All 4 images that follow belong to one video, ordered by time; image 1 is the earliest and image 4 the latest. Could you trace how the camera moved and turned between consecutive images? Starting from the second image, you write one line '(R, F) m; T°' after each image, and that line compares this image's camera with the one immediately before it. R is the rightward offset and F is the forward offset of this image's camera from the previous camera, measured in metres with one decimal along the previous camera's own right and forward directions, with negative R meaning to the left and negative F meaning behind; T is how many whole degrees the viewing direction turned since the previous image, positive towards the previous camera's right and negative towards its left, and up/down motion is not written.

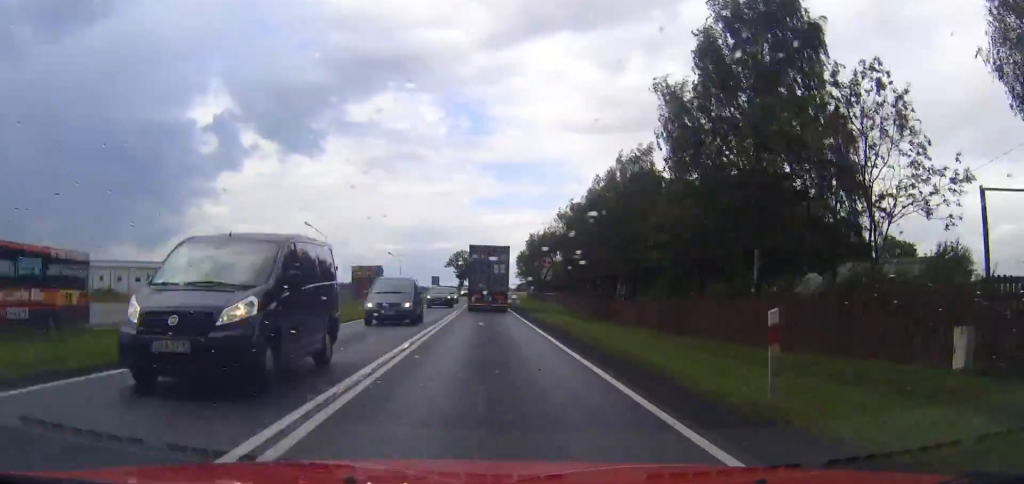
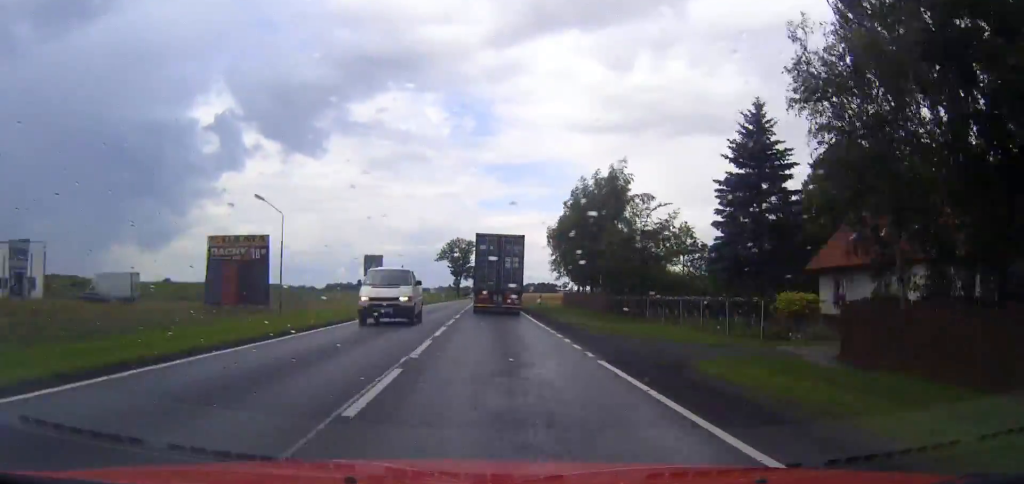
(-0.1, +64.3) m; 0°
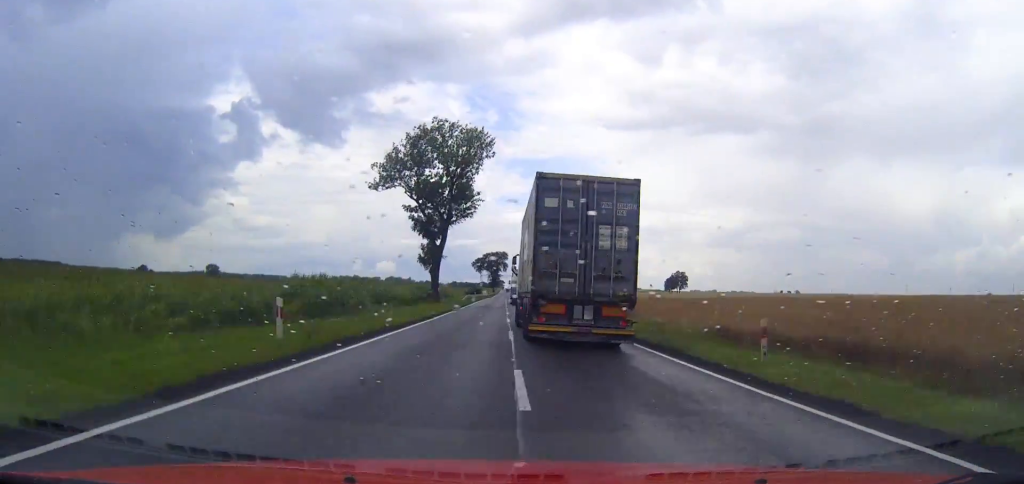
(-0.8, +134.3) m; 0°
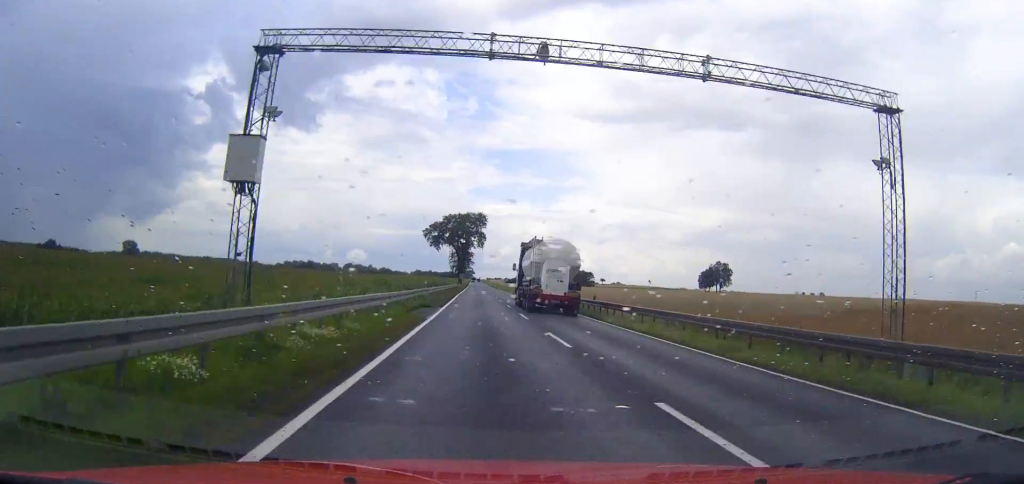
(+2.7, +164.1) m; +2°
